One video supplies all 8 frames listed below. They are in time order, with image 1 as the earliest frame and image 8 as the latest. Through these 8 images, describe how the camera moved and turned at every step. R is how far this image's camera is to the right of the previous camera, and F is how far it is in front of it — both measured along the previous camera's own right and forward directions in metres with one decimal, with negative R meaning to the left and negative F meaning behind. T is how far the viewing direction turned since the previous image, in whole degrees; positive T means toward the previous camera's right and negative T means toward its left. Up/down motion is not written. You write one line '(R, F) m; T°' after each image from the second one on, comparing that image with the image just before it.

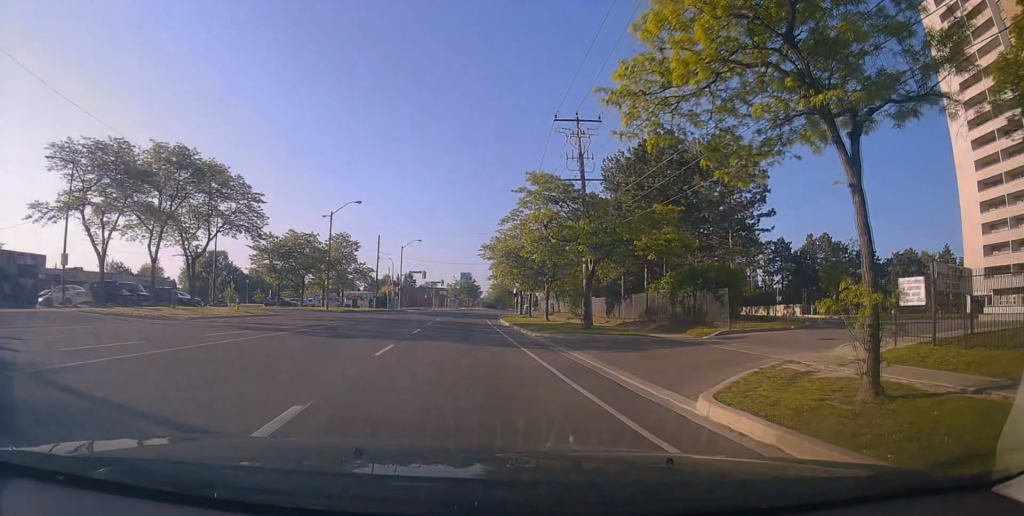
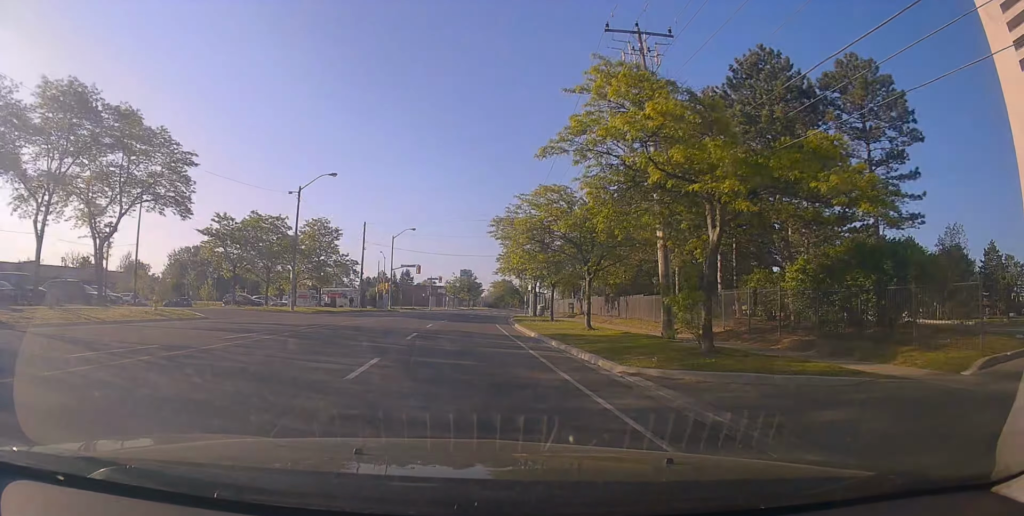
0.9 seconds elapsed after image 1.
(+0.1, +14.2) m; +1°
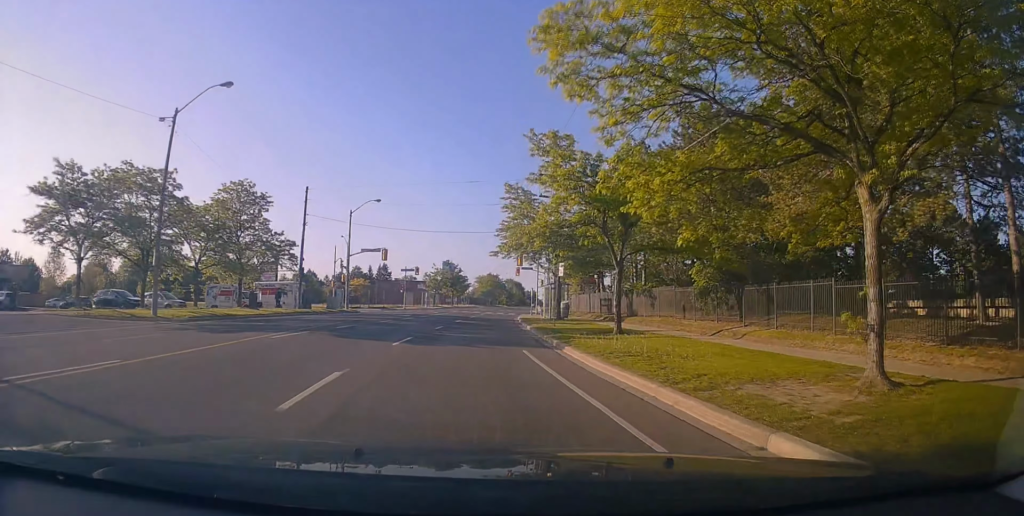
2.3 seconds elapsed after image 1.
(+0.7, +21.9) m; +4°
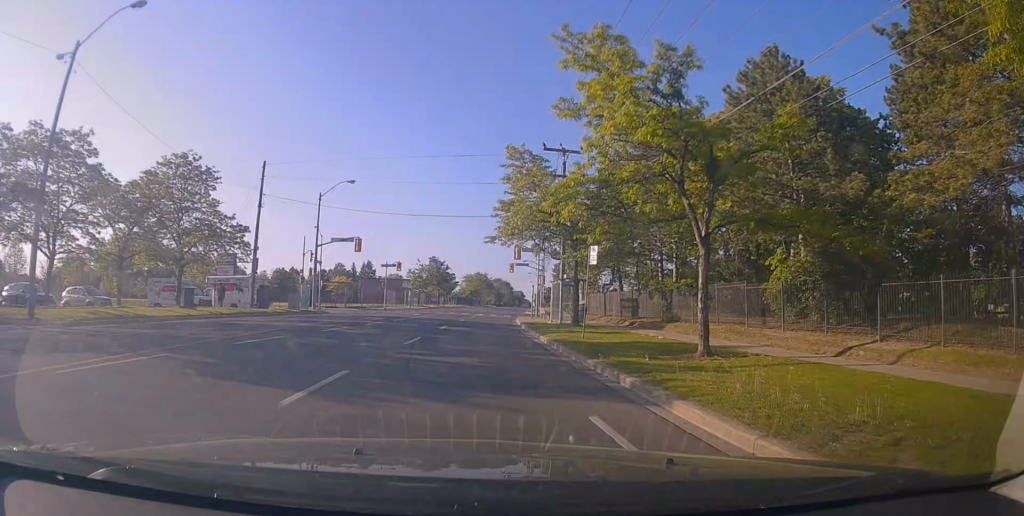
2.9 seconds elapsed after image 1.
(+0.1, +8.8) m; +1°
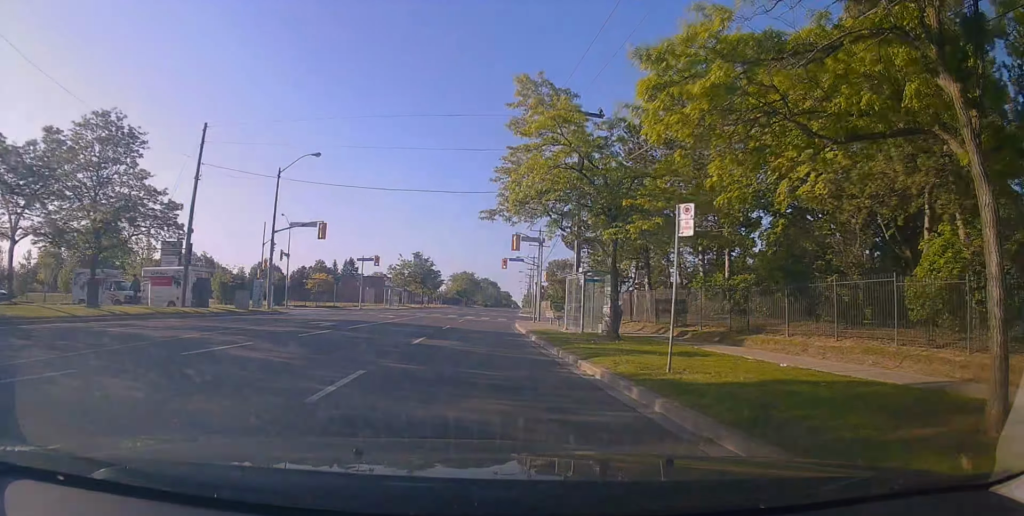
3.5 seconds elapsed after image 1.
(+0.1, +9.3) m; 0°
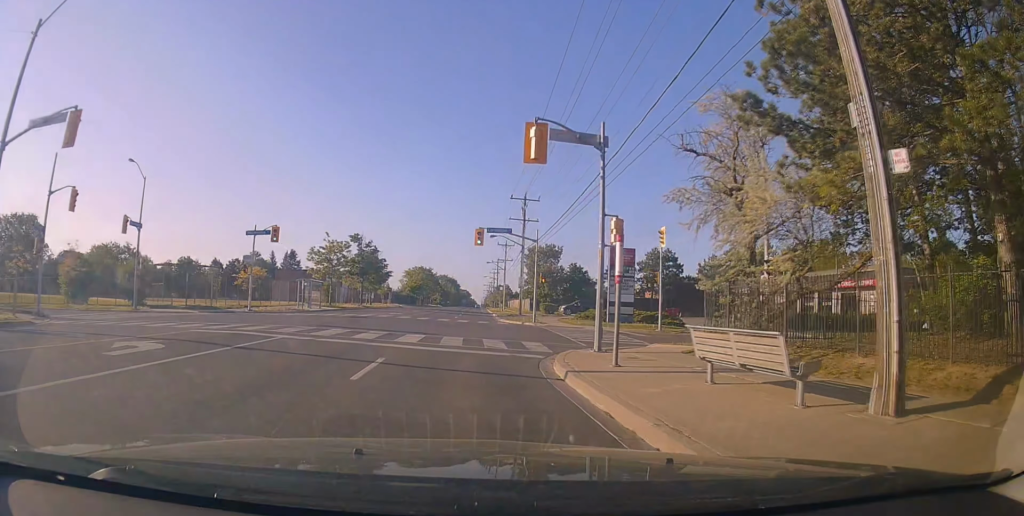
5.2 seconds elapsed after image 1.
(+0.1, +24.6) m; +2°
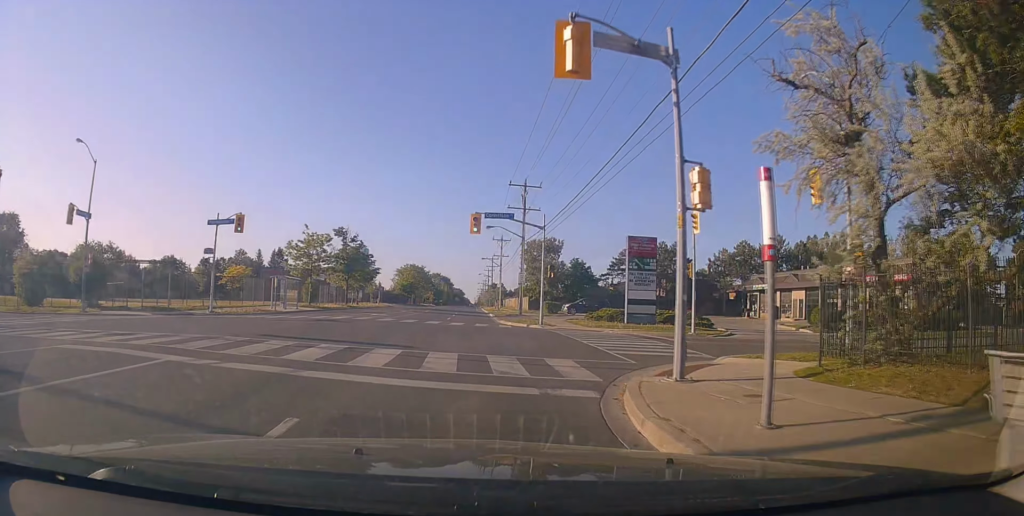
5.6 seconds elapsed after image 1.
(-0.2, +6.0) m; +1°
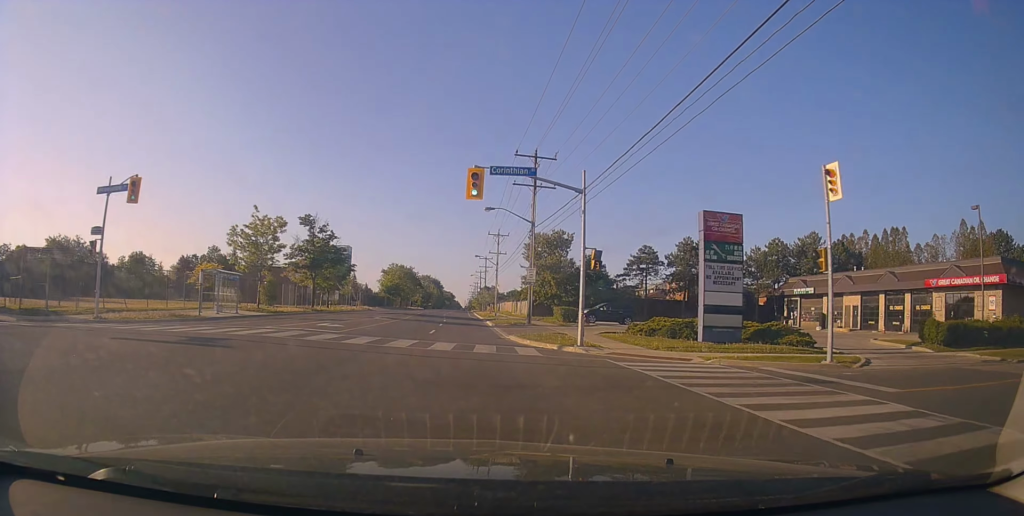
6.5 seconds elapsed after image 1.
(+0.5, +11.5) m; +2°
